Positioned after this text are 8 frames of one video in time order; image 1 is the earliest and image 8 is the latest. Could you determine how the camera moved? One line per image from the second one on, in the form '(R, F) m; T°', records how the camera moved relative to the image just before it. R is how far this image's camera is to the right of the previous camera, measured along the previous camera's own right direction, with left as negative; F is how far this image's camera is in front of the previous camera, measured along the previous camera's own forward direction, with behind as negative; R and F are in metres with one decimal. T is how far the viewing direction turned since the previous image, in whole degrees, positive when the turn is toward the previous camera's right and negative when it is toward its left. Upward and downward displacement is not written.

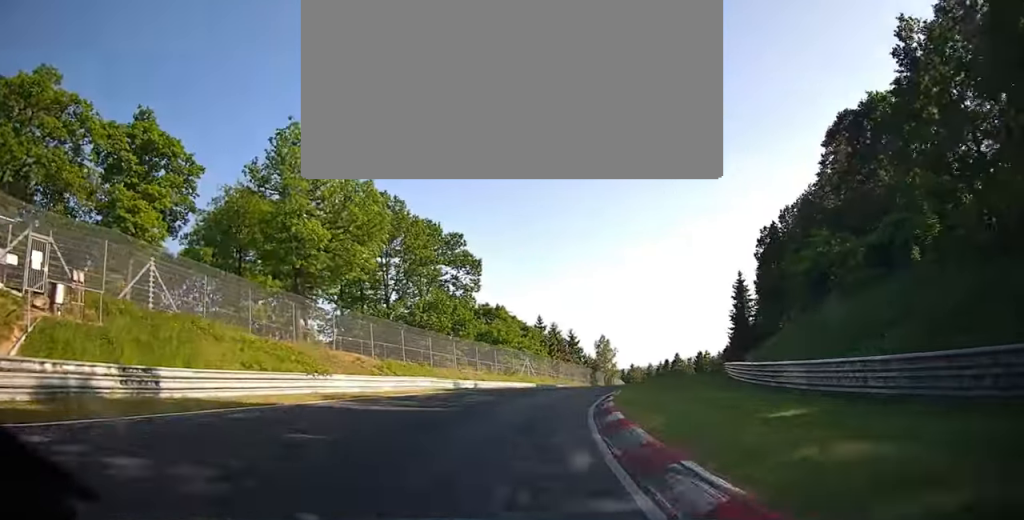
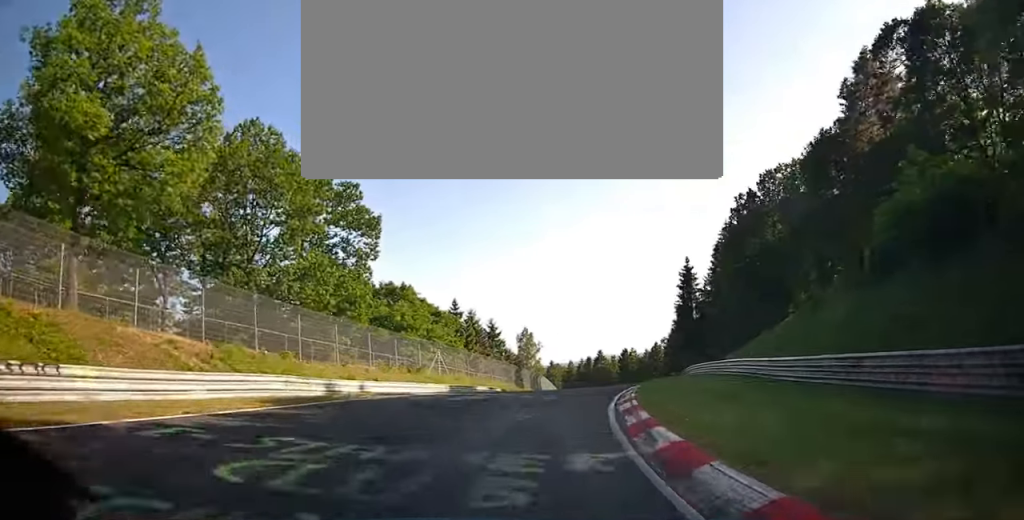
(+1.1, +16.0) m; +7°
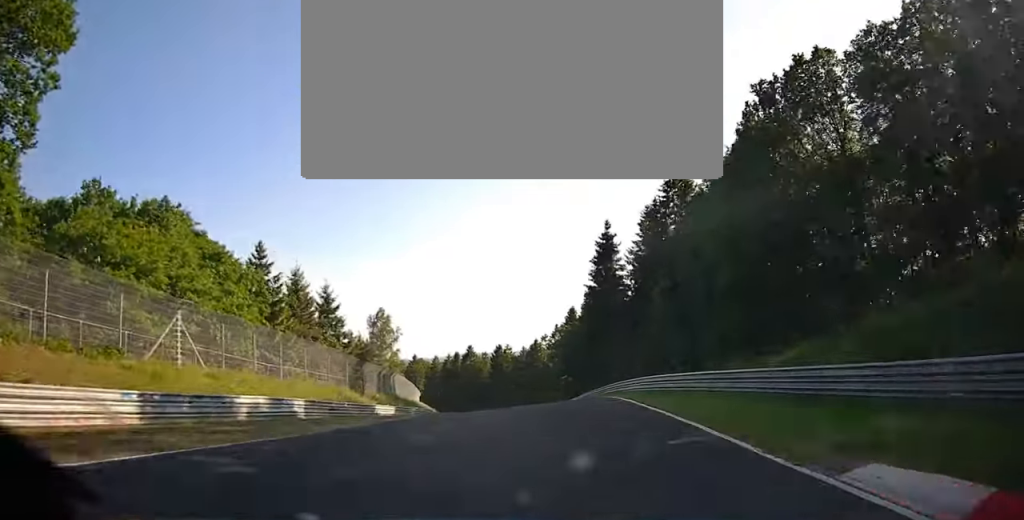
(+2.5, +28.7) m; +8°
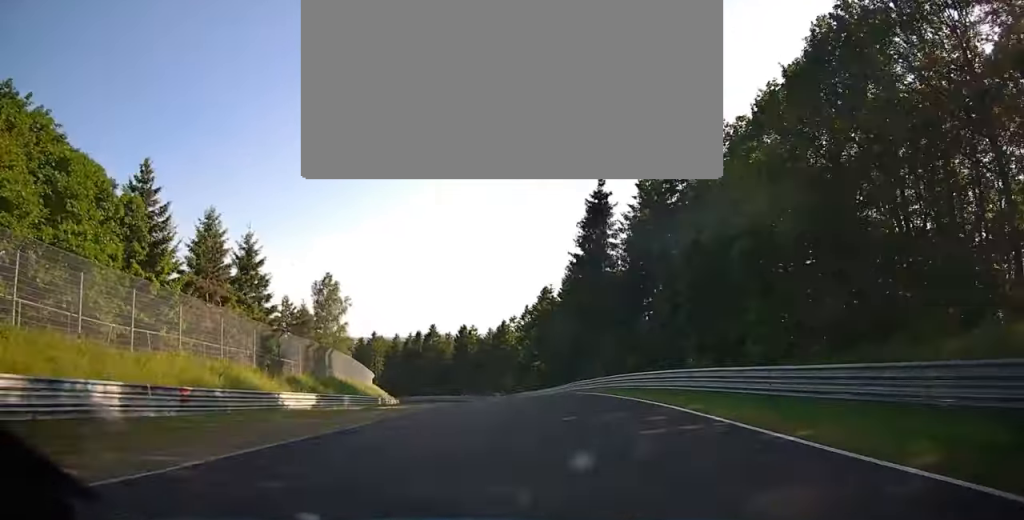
(+0.2, +13.1) m; +2°
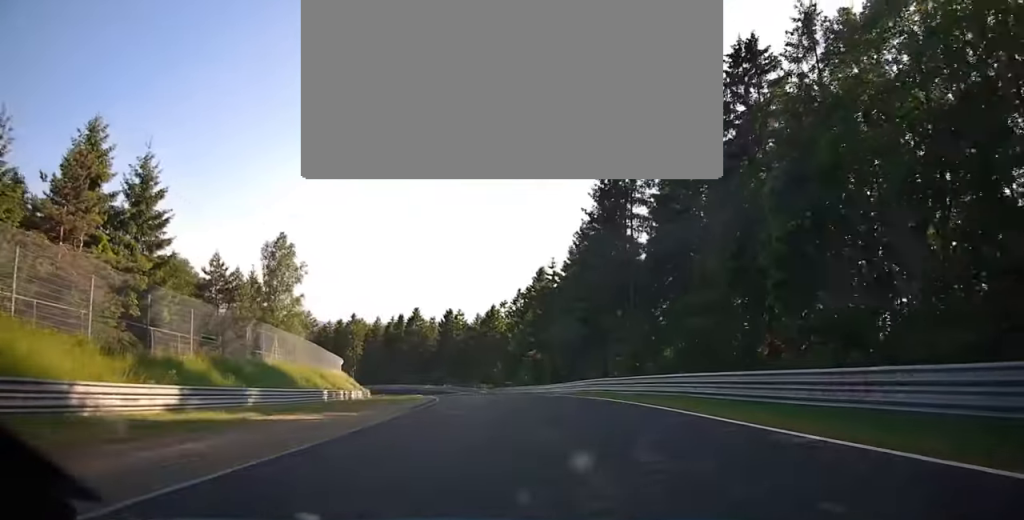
(+0.7, +15.3) m; +1°
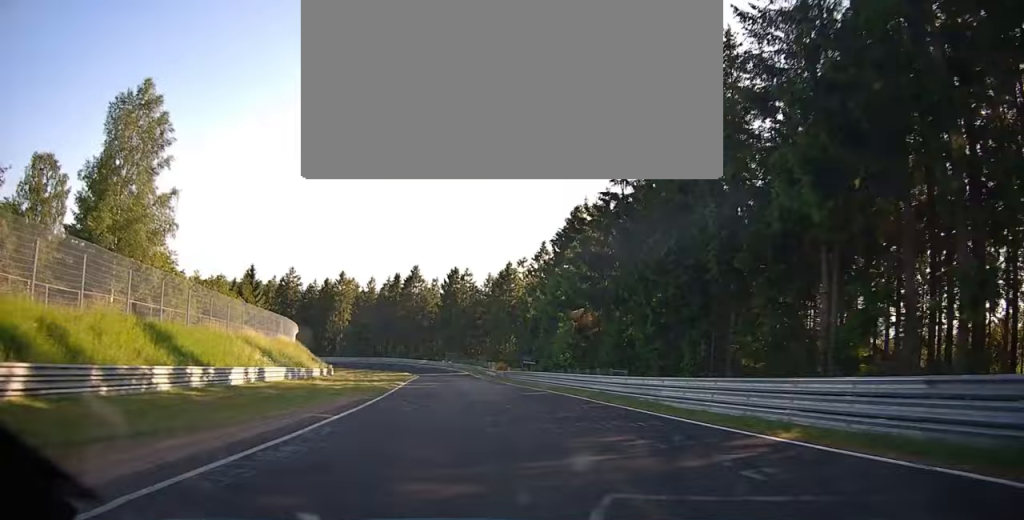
(+0.7, +31.5) m; 0°
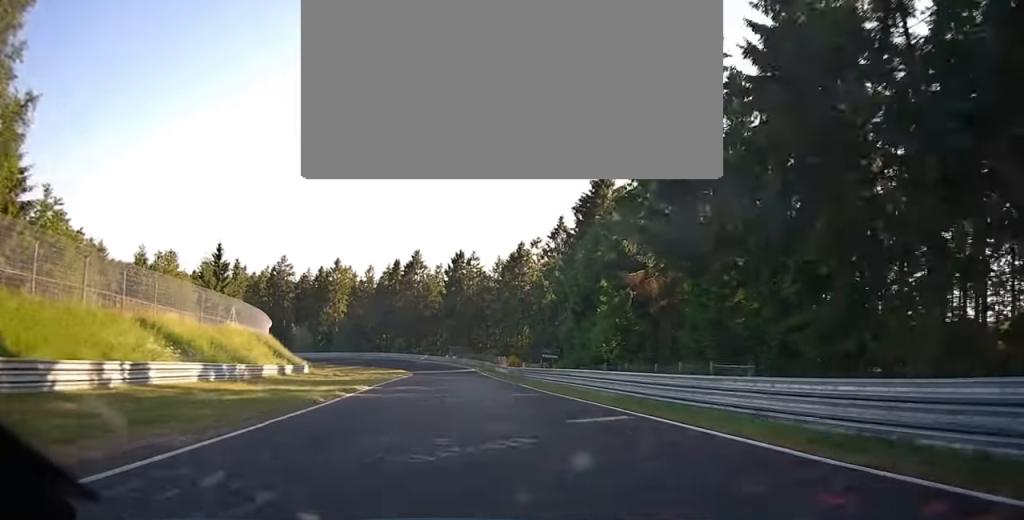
(+0.3, +15.0) m; -1°
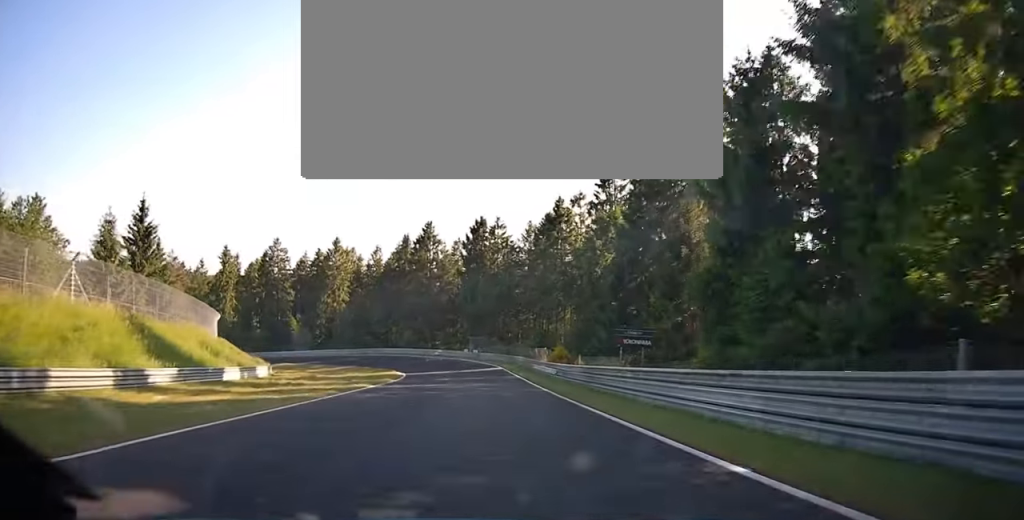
(-0.9, +24.0) m; -5°
